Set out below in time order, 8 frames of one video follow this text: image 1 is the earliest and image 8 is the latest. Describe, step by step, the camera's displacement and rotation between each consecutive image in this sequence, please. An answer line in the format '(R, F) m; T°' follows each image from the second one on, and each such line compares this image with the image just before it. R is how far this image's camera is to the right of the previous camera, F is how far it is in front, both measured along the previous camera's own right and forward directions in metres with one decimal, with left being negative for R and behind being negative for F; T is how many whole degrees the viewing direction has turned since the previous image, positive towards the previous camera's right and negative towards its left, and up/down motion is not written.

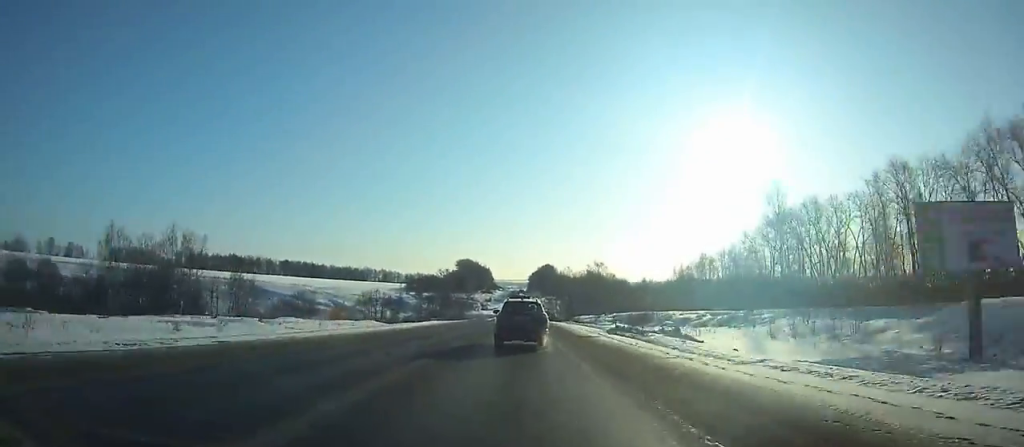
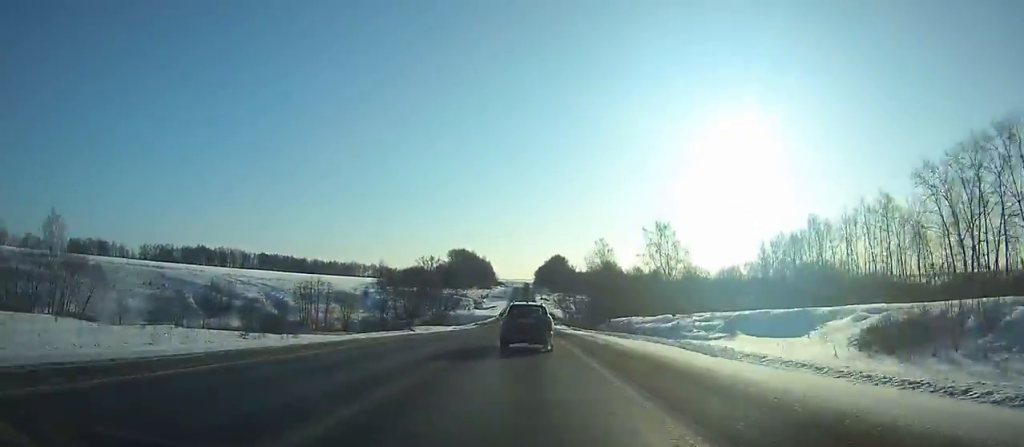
(-0.1, +70.9) m; 0°
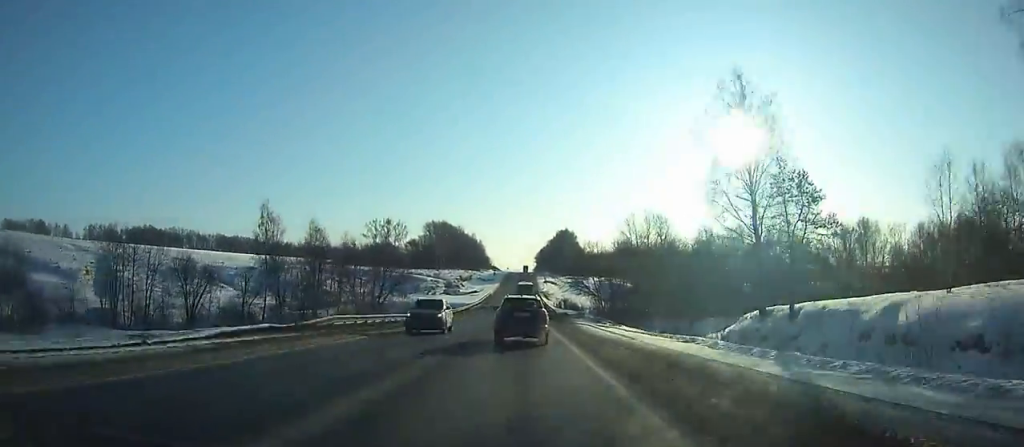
(+0.2, +79.1) m; 0°
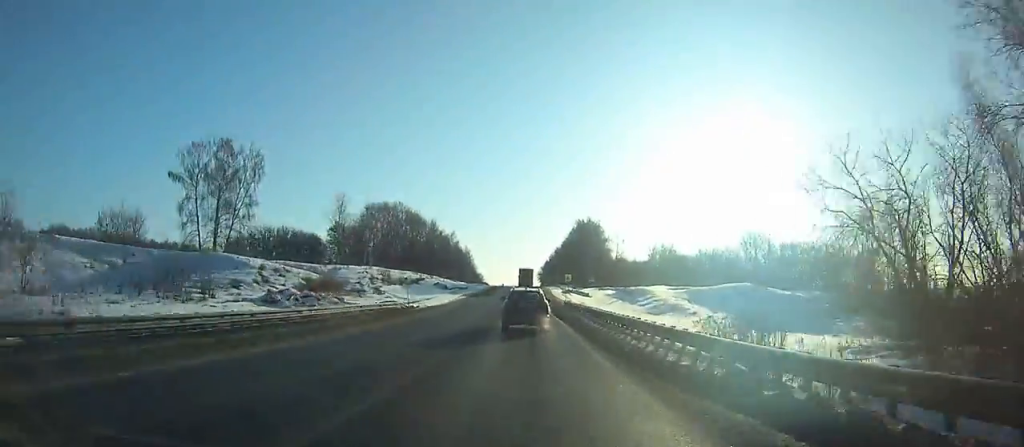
(-0.3, +99.9) m; 0°
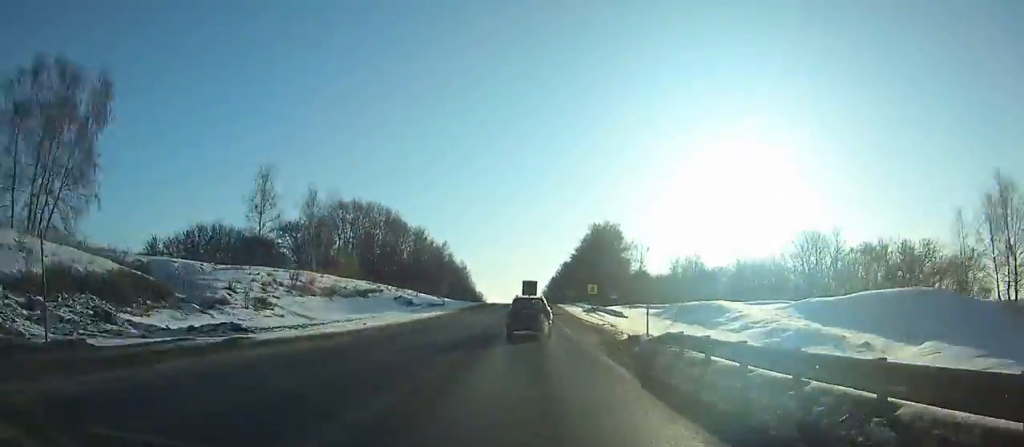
(-0.1, +33.7) m; 0°
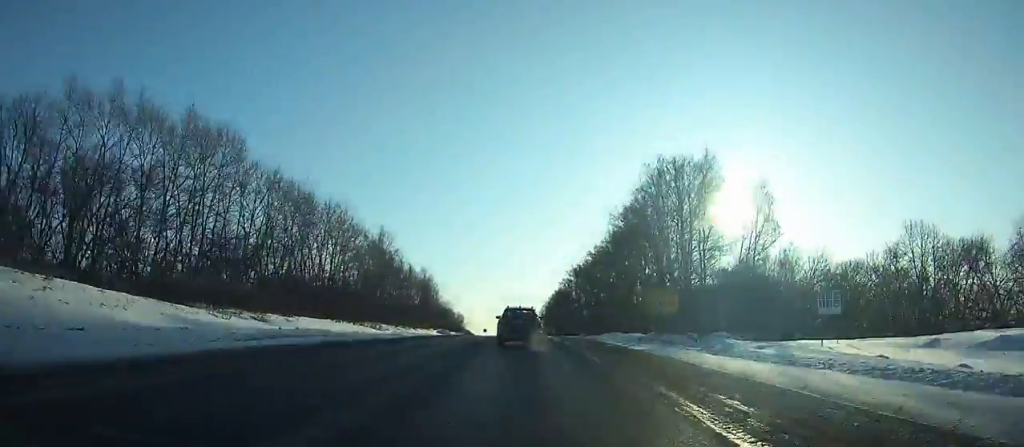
(+0.4, +82.2) m; 0°
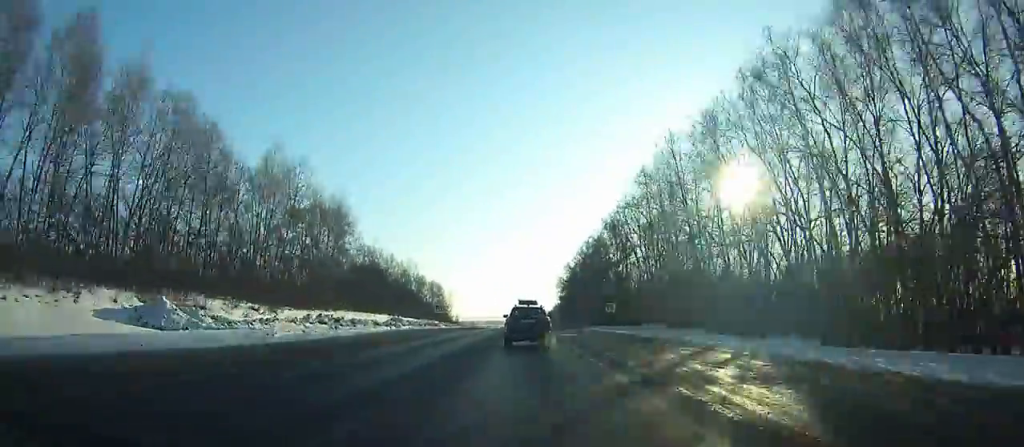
(-0.3, +110.7) m; 0°
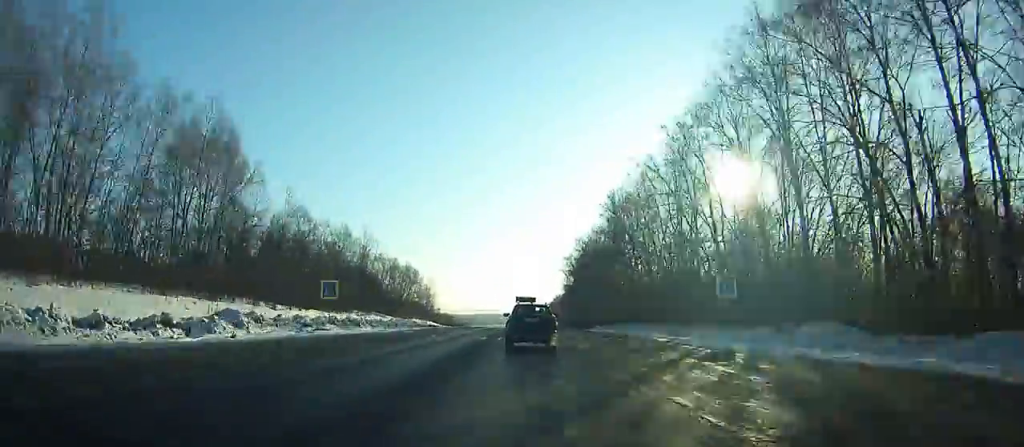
(-0.1, +40.6) m; 0°
